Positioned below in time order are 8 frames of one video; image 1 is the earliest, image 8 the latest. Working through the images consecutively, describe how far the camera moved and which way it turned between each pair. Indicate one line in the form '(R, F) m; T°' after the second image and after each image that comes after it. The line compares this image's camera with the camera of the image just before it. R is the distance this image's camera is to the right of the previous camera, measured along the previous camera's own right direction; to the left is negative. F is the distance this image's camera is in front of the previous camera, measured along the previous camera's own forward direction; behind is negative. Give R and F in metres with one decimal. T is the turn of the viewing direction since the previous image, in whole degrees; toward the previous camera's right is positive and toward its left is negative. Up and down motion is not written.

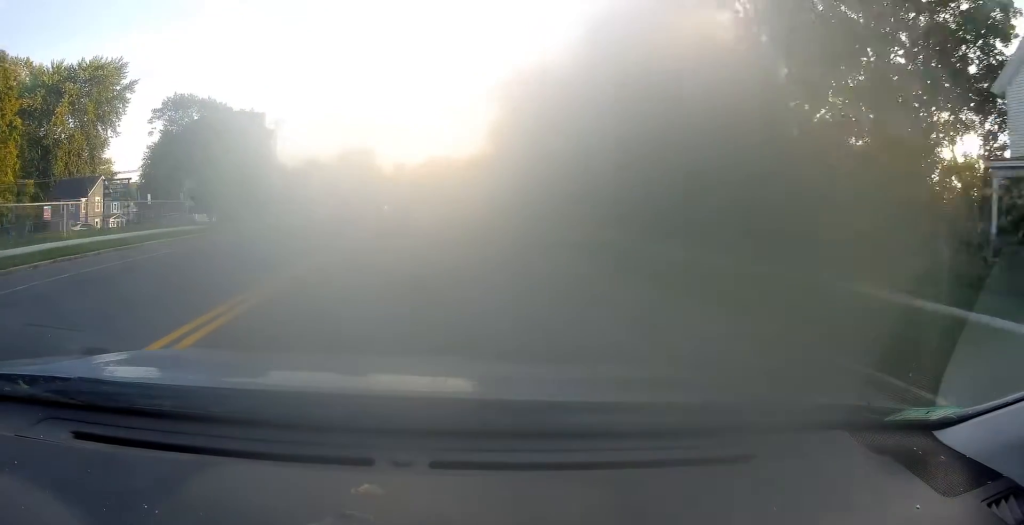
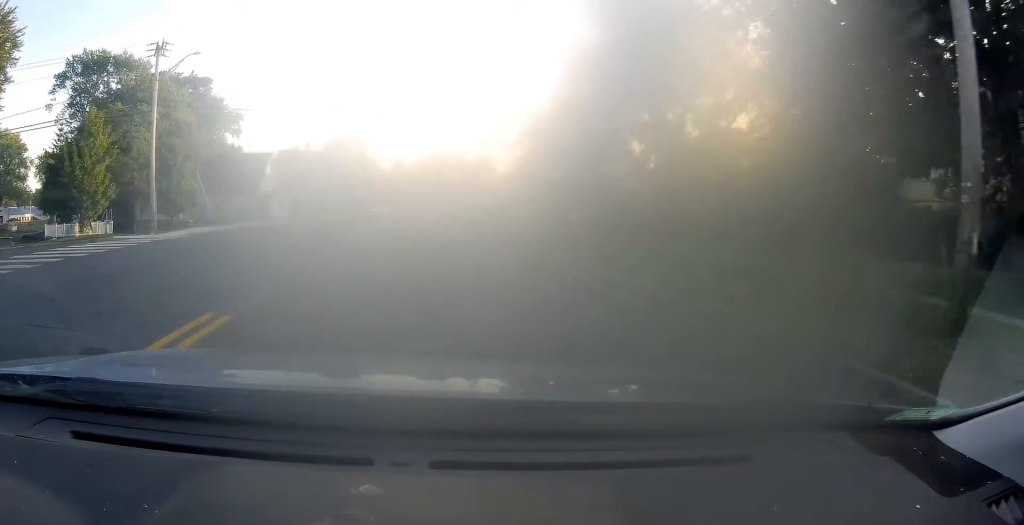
(+0.1, +30.0) m; 0°
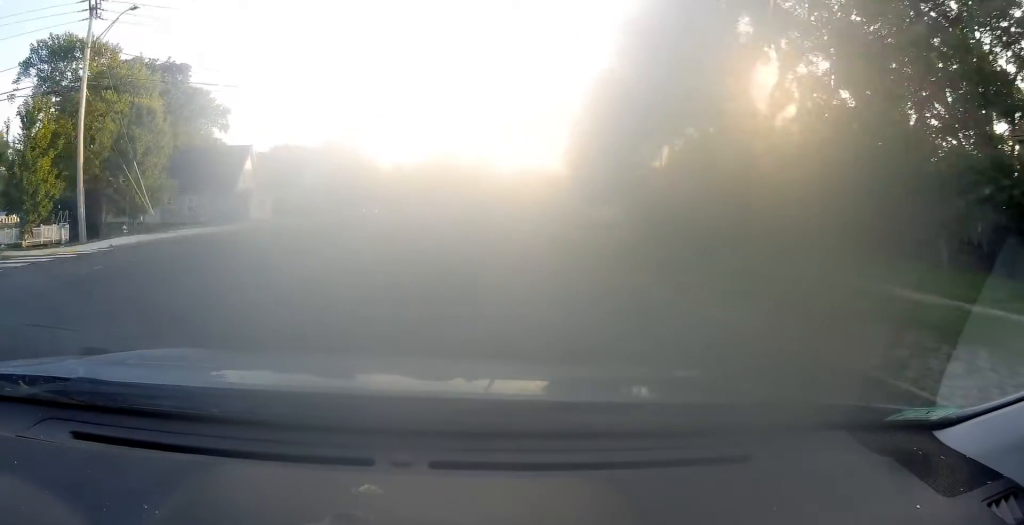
(0.0, +7.7) m; 0°
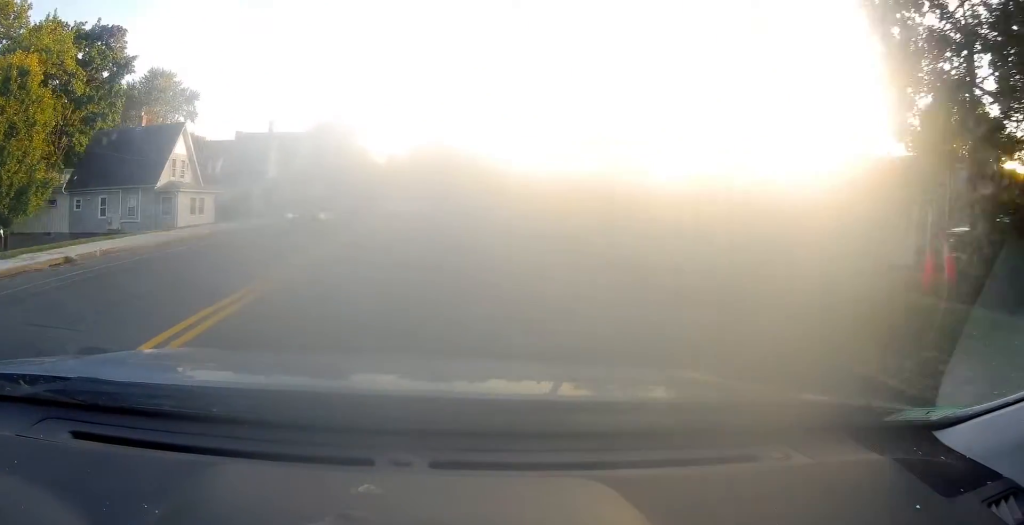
(+0.2, +17.1) m; +1°
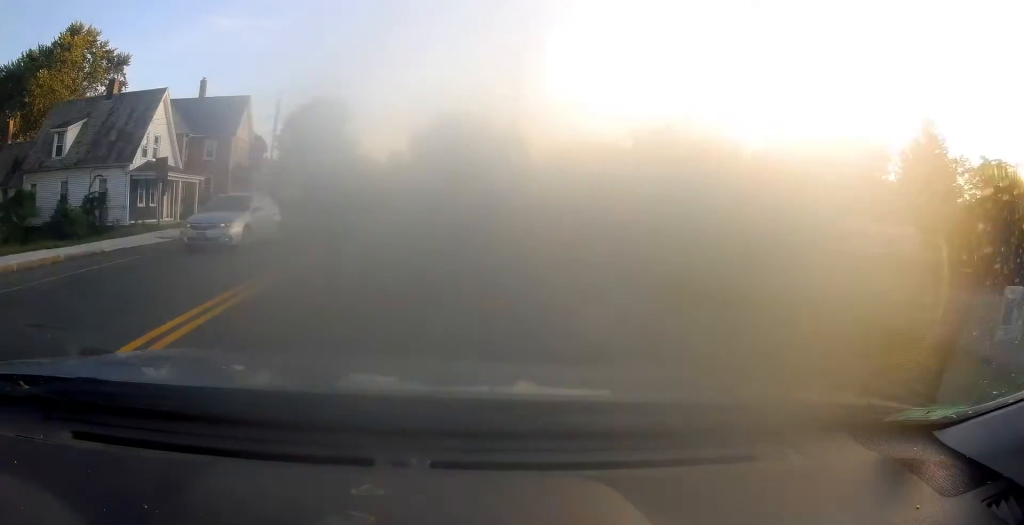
(0.0, +27.3) m; -1°
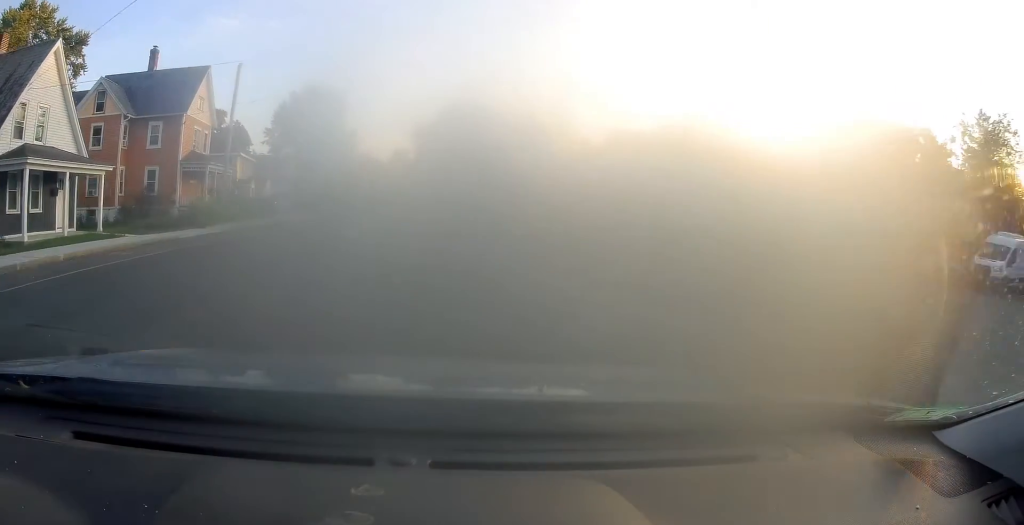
(-0.3, +11.9) m; -1°
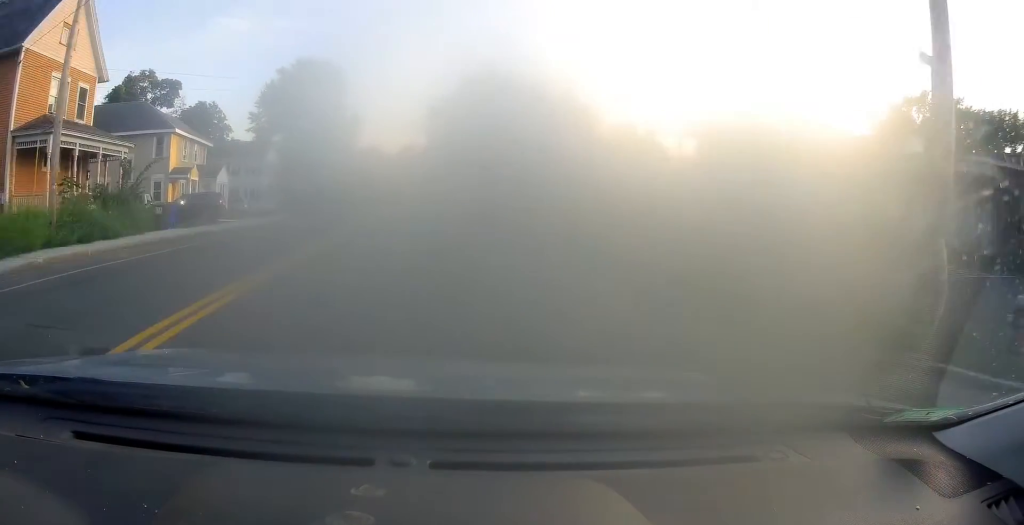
(-0.1, +18.1) m; -2°
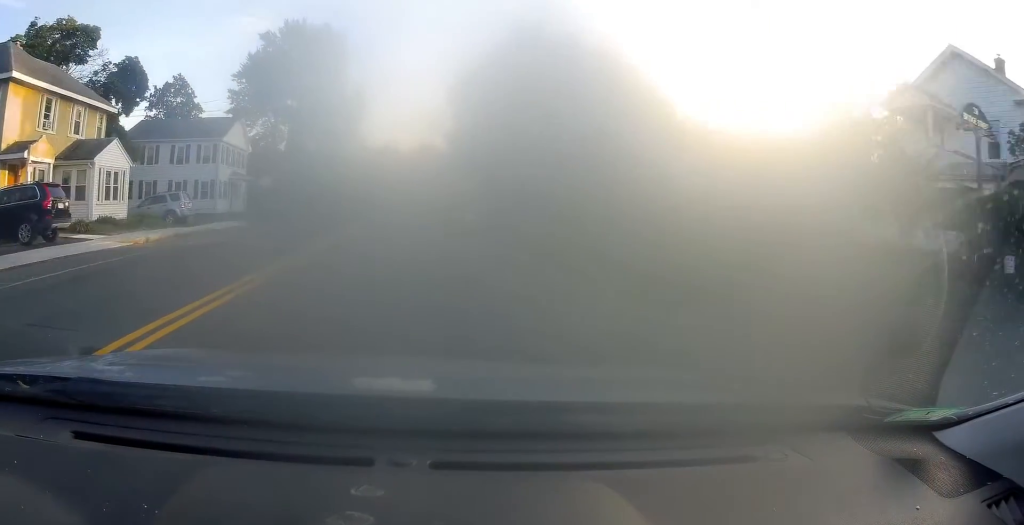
(-0.6, +18.3) m; -2°
